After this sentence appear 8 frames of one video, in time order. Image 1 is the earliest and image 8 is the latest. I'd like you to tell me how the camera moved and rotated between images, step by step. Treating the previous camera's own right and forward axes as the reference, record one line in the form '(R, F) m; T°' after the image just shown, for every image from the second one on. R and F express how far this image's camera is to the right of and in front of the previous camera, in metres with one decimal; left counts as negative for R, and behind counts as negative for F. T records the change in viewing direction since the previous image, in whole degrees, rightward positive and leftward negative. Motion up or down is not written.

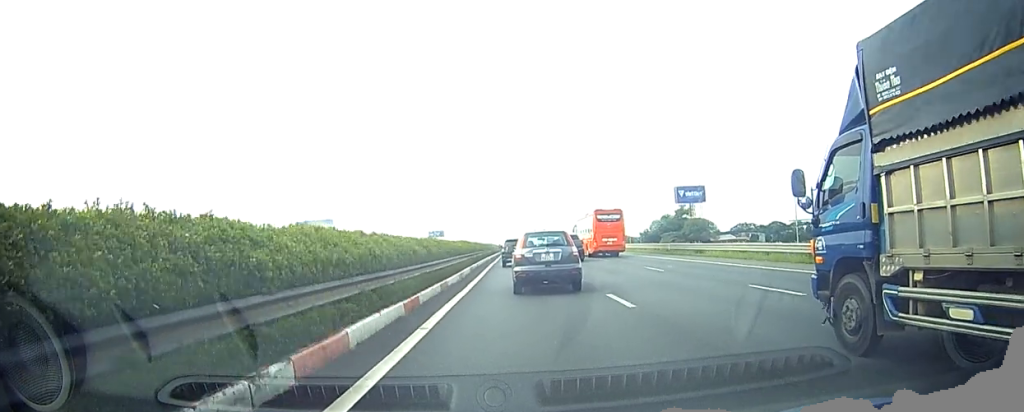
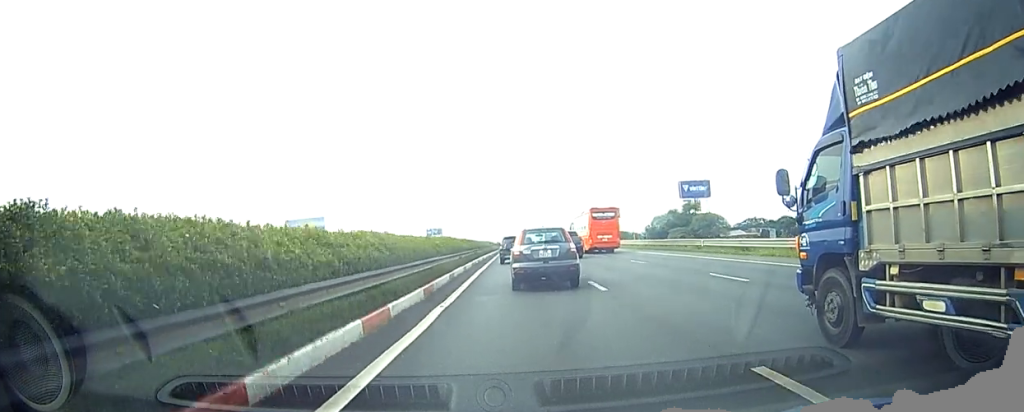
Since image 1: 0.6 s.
(0.0, +11.2) m; -1°
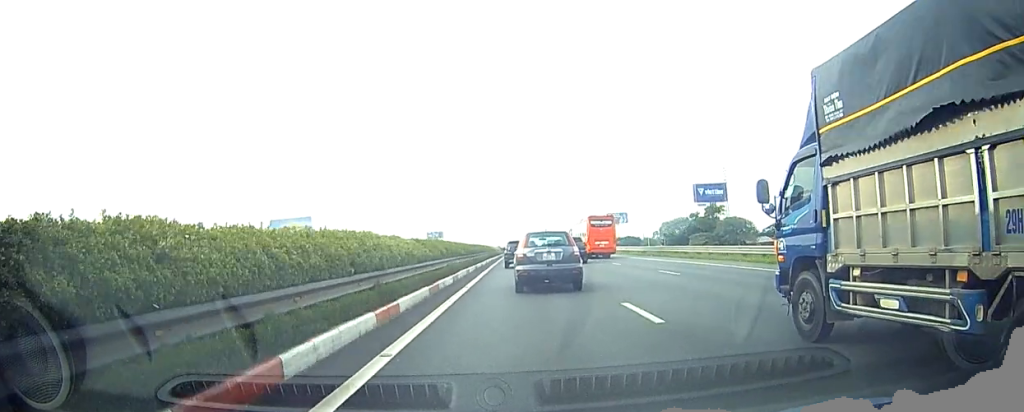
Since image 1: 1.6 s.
(-0.2, +19.2) m; -2°
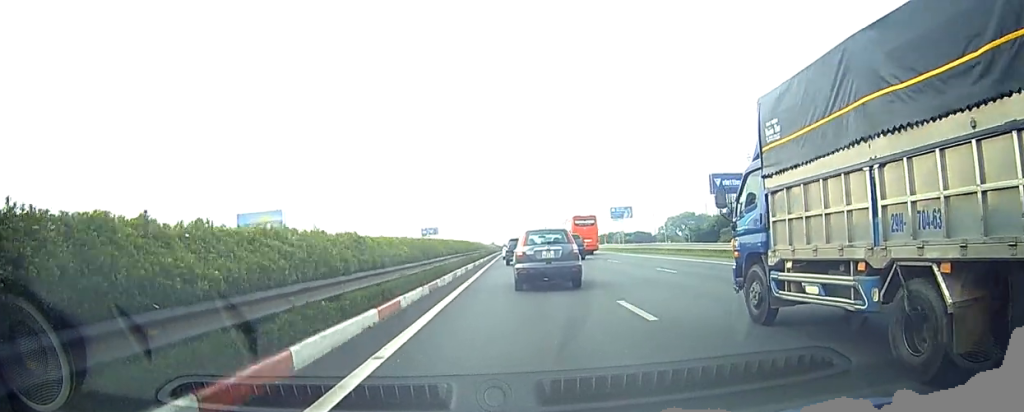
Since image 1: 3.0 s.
(-0.5, +23.3) m; 0°
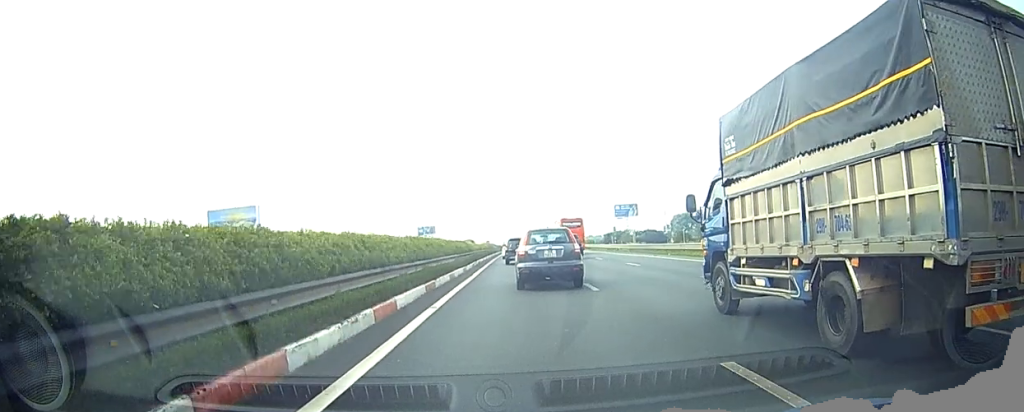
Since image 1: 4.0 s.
(+0.3, +16.6) m; +2°
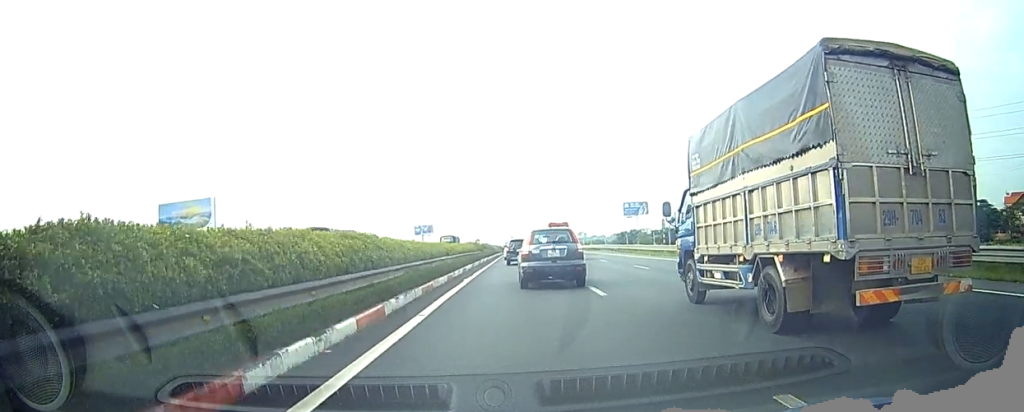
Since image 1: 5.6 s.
(+0.4, +23.6) m; +2°
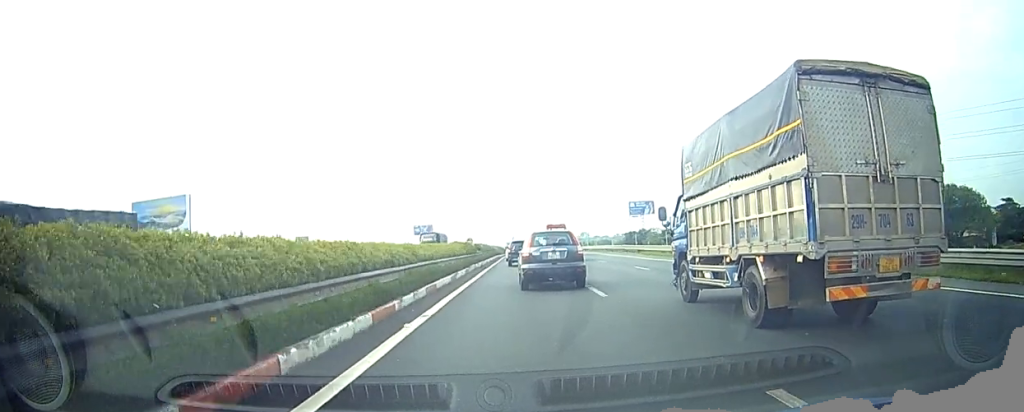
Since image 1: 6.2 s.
(+0.1, +11.2) m; 0°
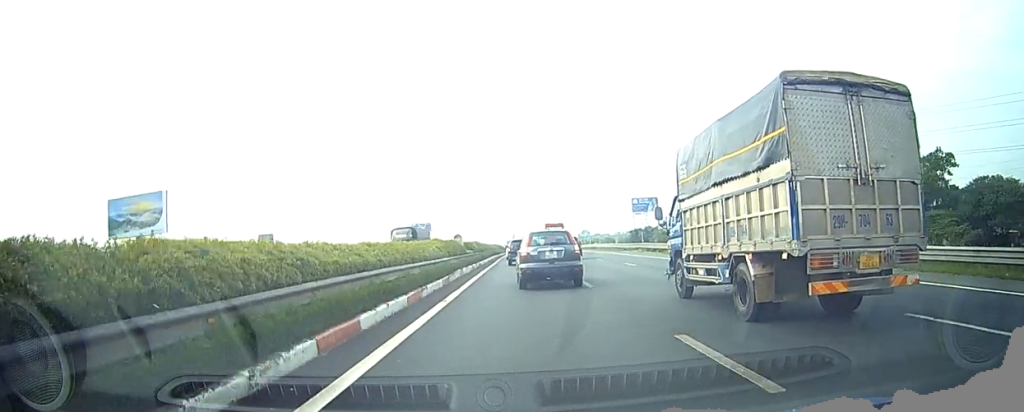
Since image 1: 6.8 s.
(0.0, +8.5) m; 0°
